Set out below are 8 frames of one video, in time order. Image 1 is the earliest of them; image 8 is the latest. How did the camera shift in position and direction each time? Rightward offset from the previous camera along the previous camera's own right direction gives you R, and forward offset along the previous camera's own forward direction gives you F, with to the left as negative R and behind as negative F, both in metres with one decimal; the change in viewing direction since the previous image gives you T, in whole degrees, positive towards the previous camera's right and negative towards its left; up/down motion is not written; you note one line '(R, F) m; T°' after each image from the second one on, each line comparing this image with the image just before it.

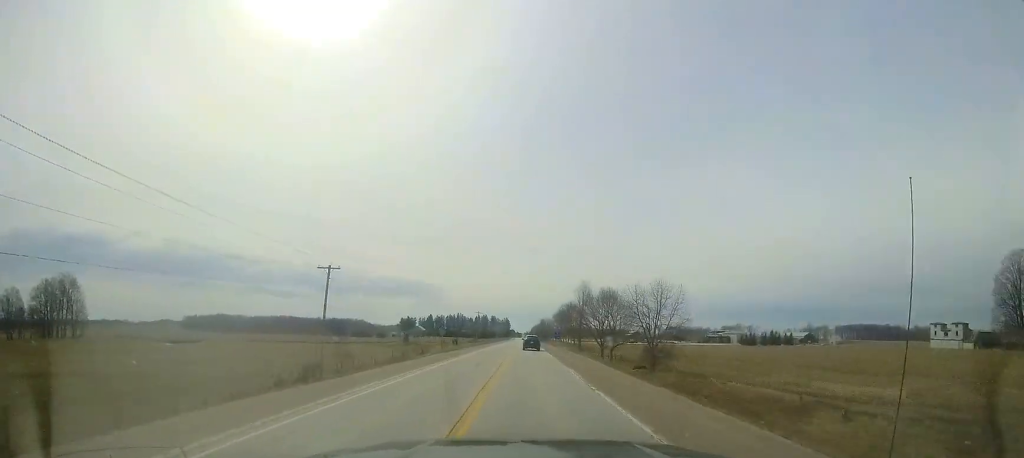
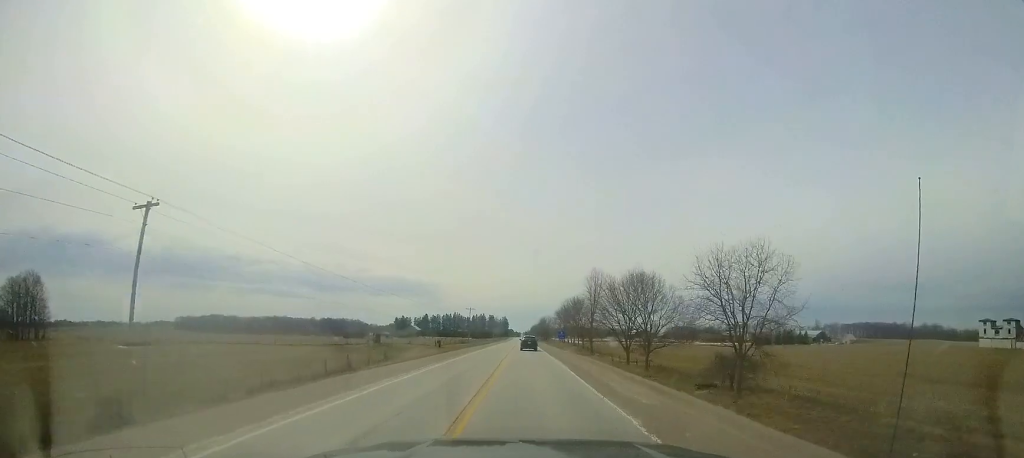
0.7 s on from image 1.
(+0.1, +16.3) m; 0°
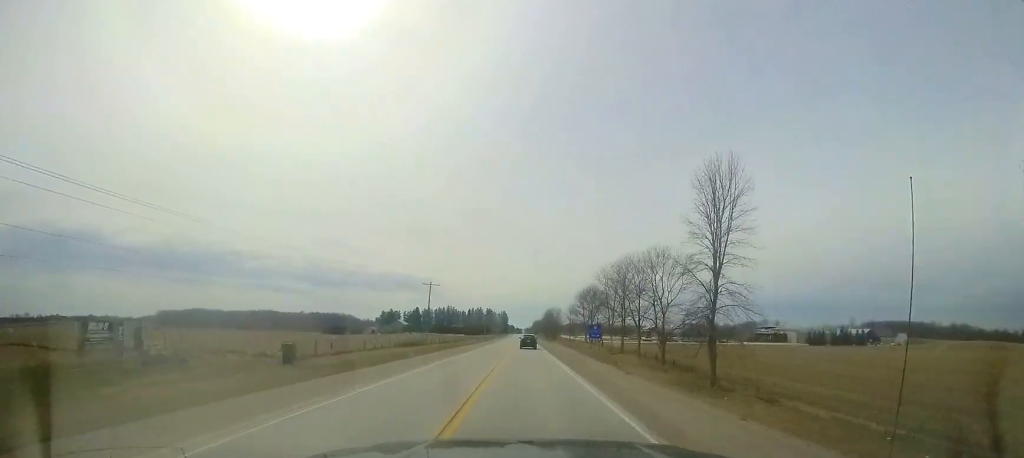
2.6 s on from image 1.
(-0.6, +47.2) m; 0°
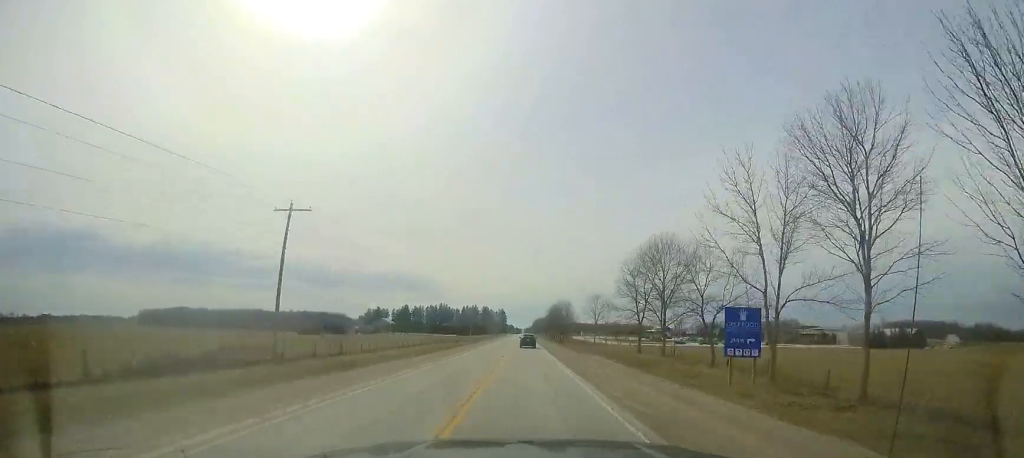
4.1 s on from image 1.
(+0.6, +38.0) m; 0°
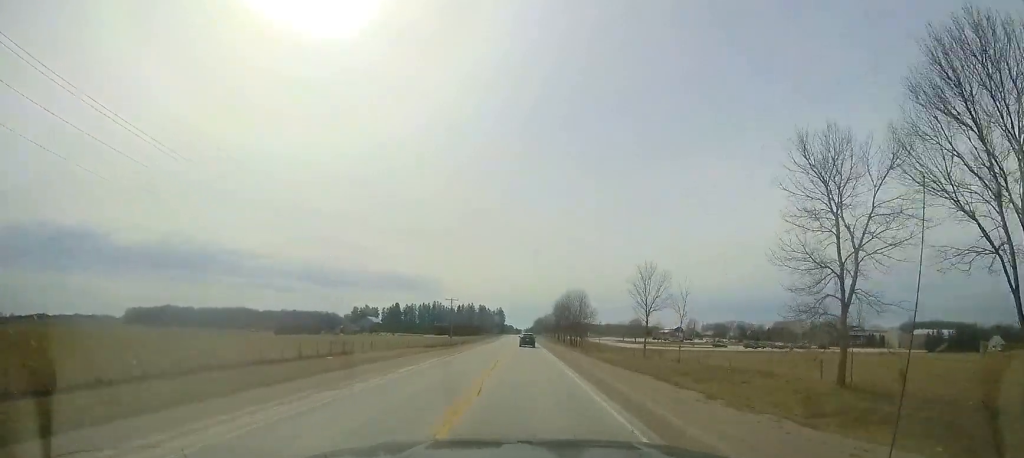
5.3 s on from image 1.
(-0.5, +29.1) m; 0°
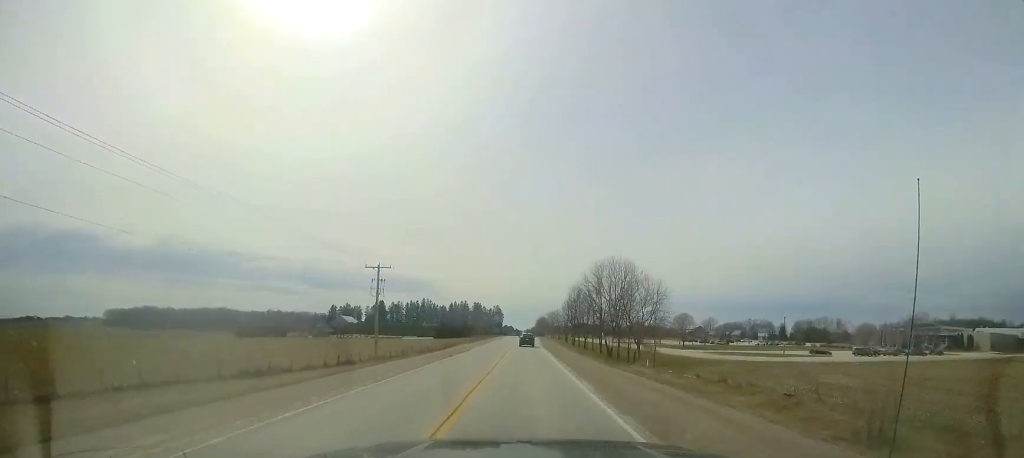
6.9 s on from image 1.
(+0.9, +41.3) m; +1°
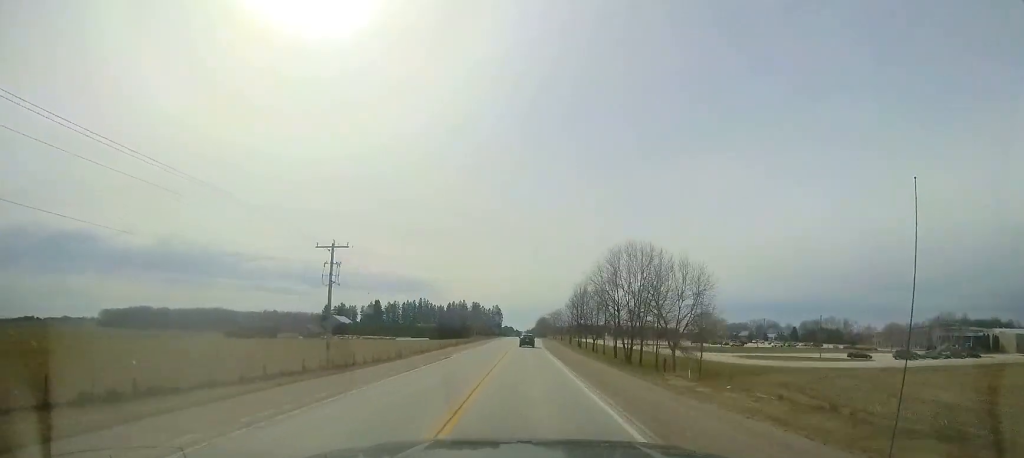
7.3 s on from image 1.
(0.0, +10.2) m; 0°
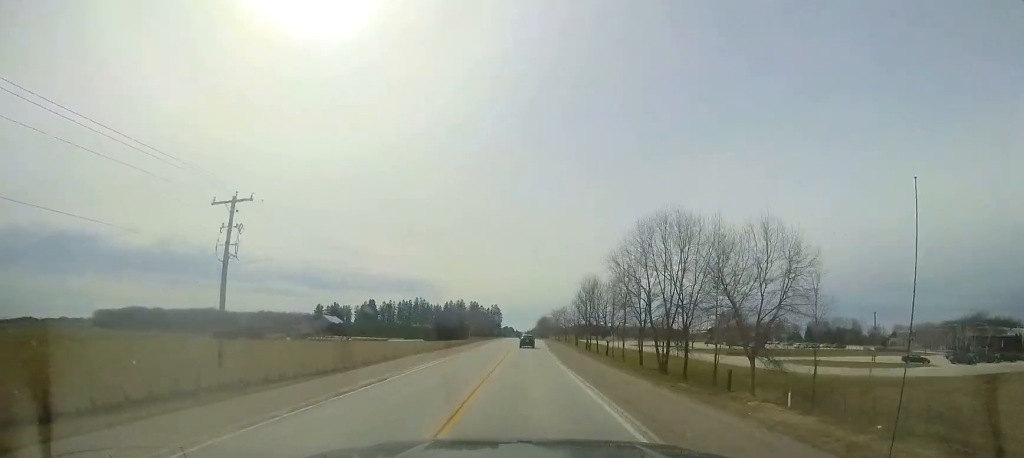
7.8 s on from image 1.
(0.0, +11.9) m; -1°
